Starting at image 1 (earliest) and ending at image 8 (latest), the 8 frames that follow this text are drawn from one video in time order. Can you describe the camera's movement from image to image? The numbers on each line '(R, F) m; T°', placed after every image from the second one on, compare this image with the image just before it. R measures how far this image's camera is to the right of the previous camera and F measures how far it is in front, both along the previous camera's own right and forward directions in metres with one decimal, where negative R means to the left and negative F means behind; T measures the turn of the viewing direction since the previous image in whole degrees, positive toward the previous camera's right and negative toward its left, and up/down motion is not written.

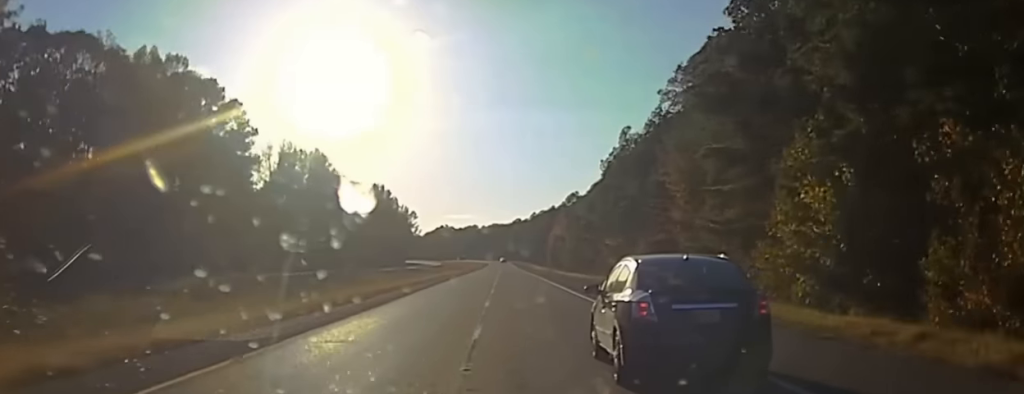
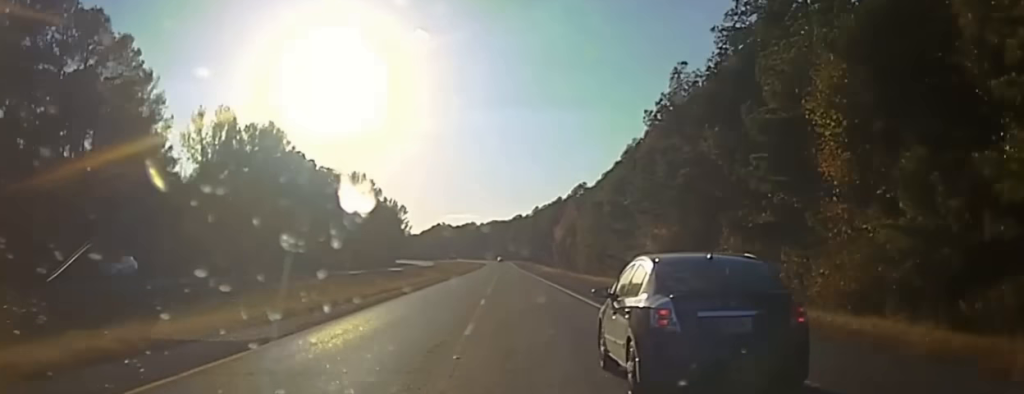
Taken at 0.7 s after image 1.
(0.0, +34.1) m; 0°
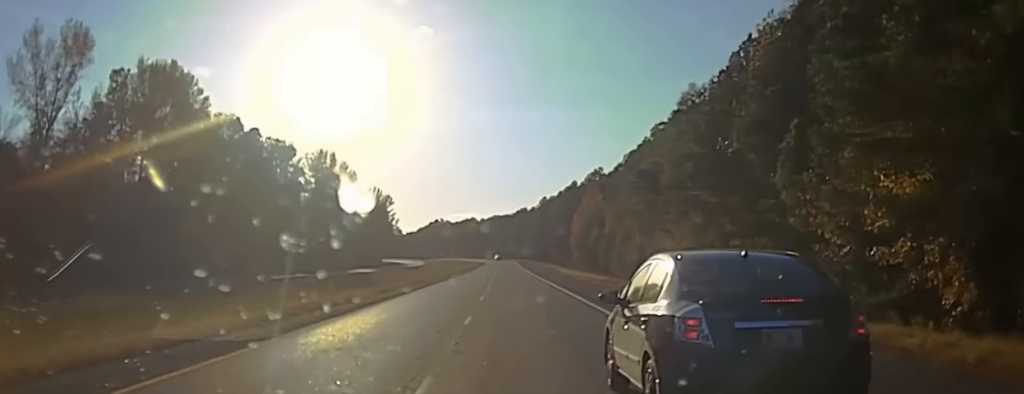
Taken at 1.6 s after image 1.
(-0.1, +44.8) m; 0°
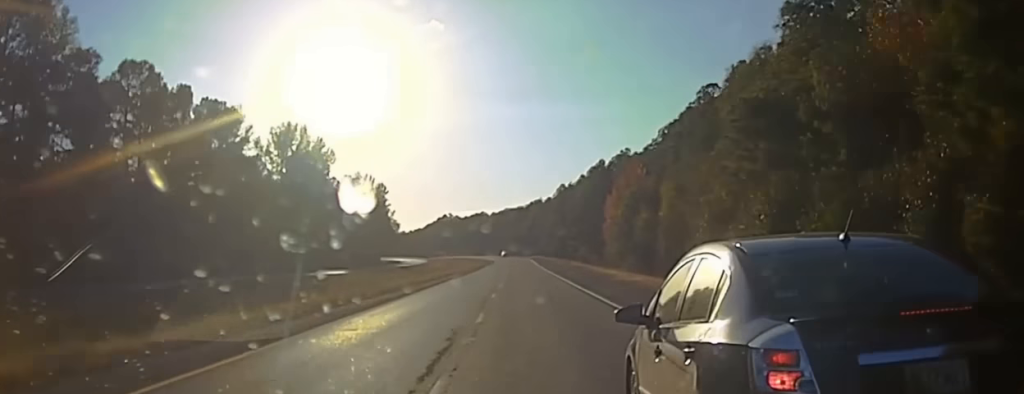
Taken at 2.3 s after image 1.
(-0.1, +33.0) m; 0°
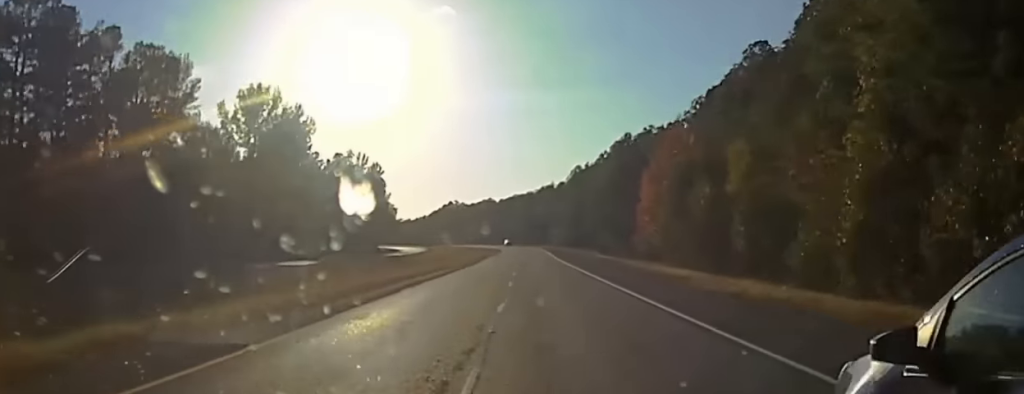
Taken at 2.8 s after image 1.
(0.0, +22.8) m; 0°
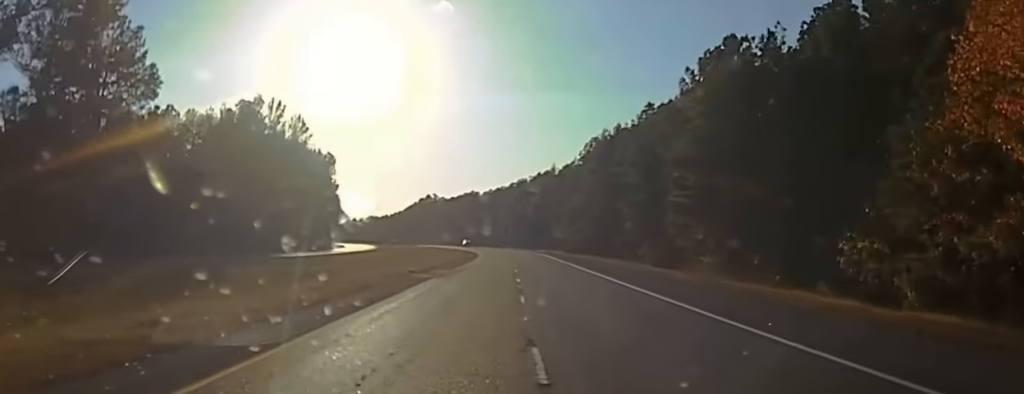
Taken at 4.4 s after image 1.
(-0.3, +72.1) m; 0°
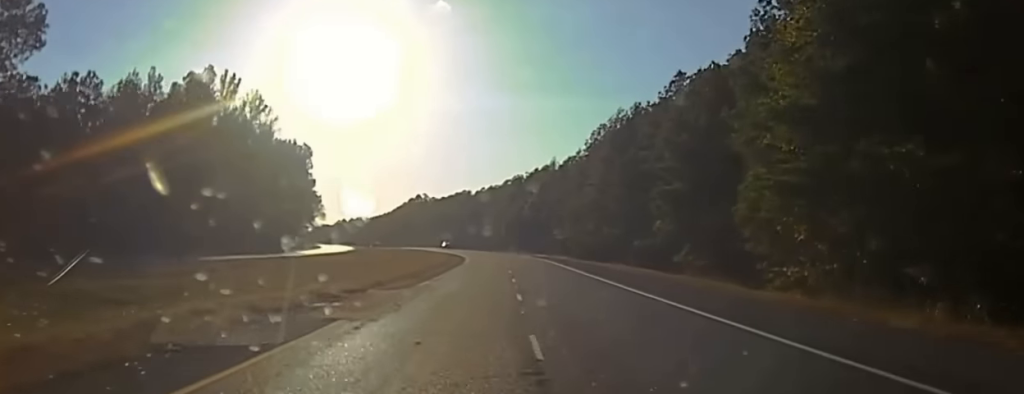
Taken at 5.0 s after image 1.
(+0.2, +23.8) m; 0°
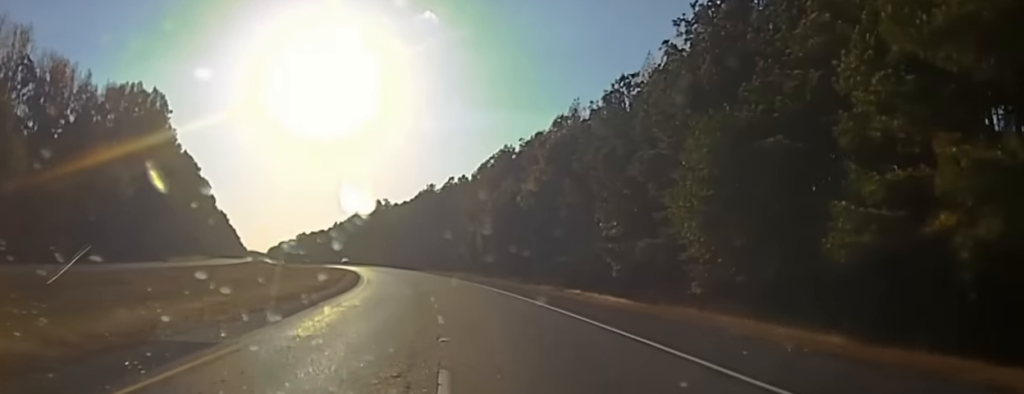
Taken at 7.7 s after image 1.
(+0.6, +97.3) m; +1°
